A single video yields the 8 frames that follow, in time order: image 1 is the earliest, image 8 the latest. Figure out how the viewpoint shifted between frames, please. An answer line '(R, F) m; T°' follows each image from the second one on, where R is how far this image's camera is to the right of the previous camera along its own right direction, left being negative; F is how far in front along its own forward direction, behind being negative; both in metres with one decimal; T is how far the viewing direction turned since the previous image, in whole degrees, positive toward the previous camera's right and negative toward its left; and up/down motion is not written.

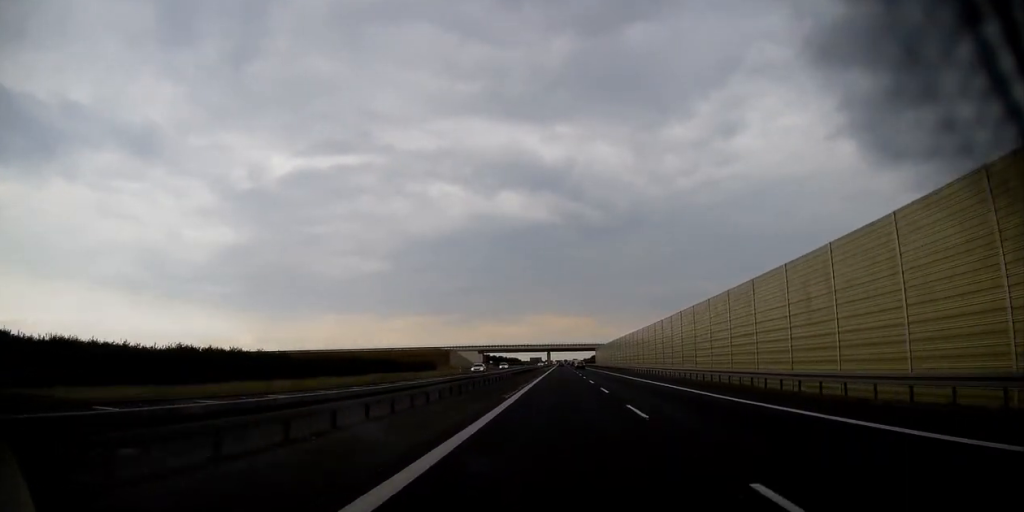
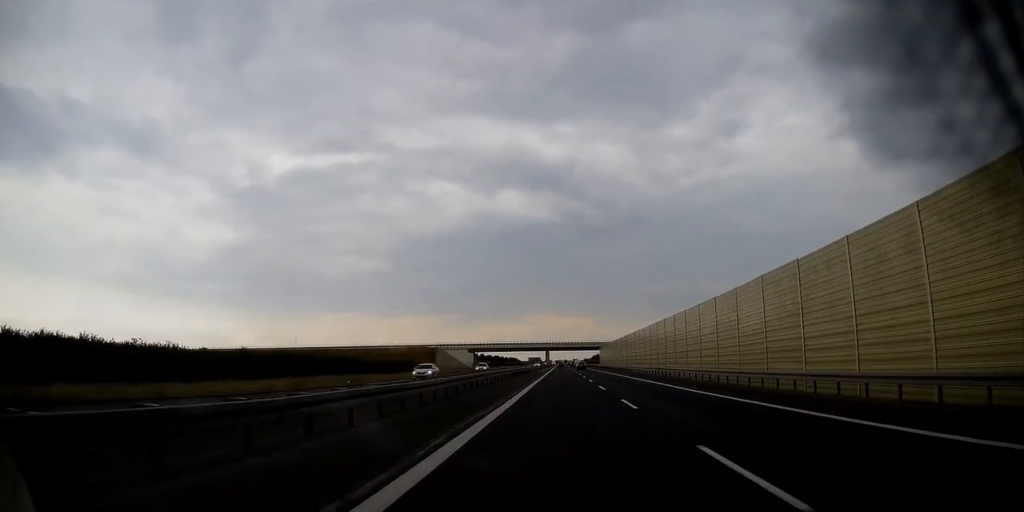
(0.0, +21.3) m; 0°
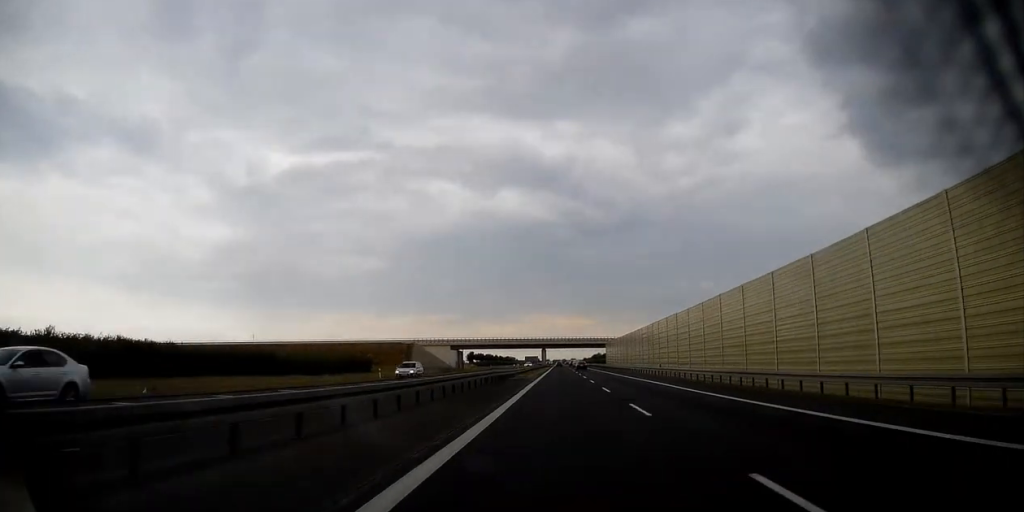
(+0.1, +26.4) m; 0°
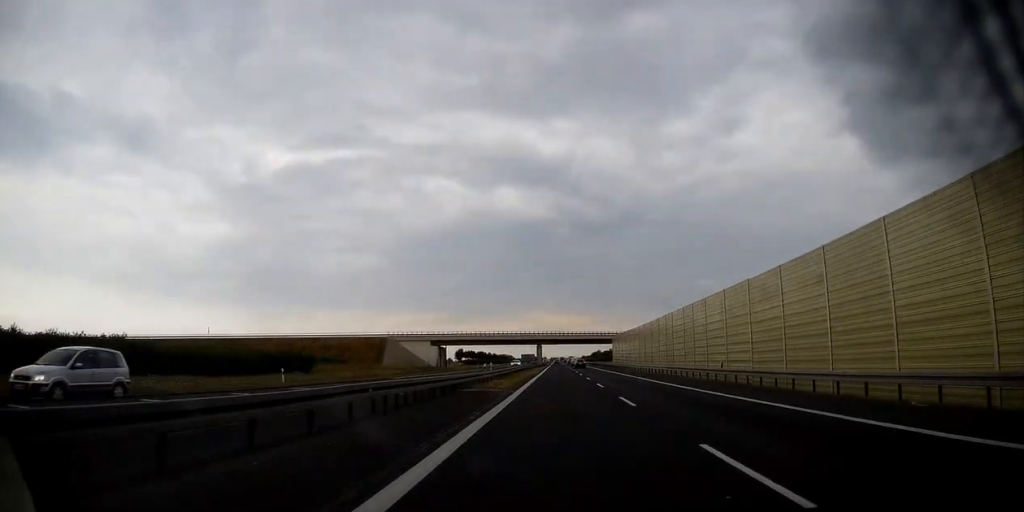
(0.0, +21.3) m; 0°
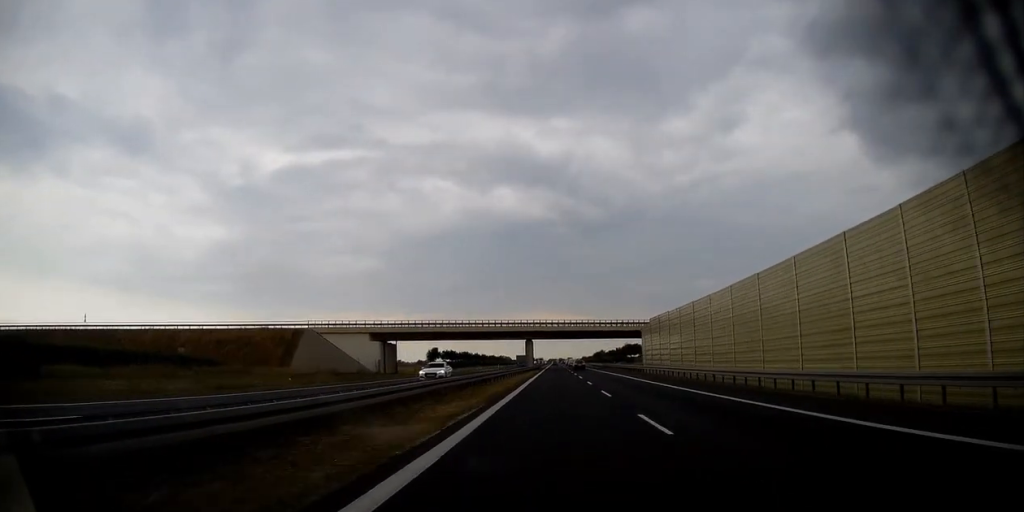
(+0.2, +42.4) m; 0°
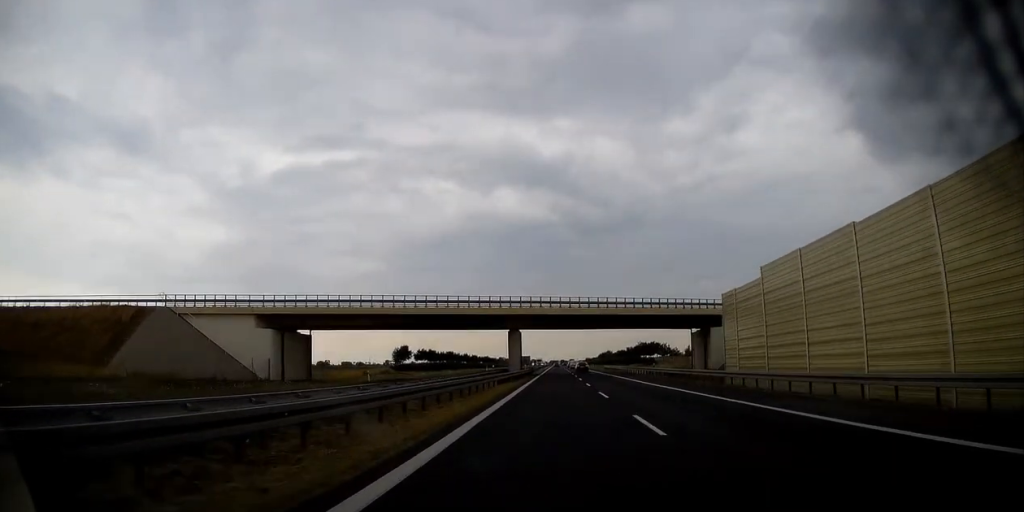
(+0.1, +36.0) m; 0°
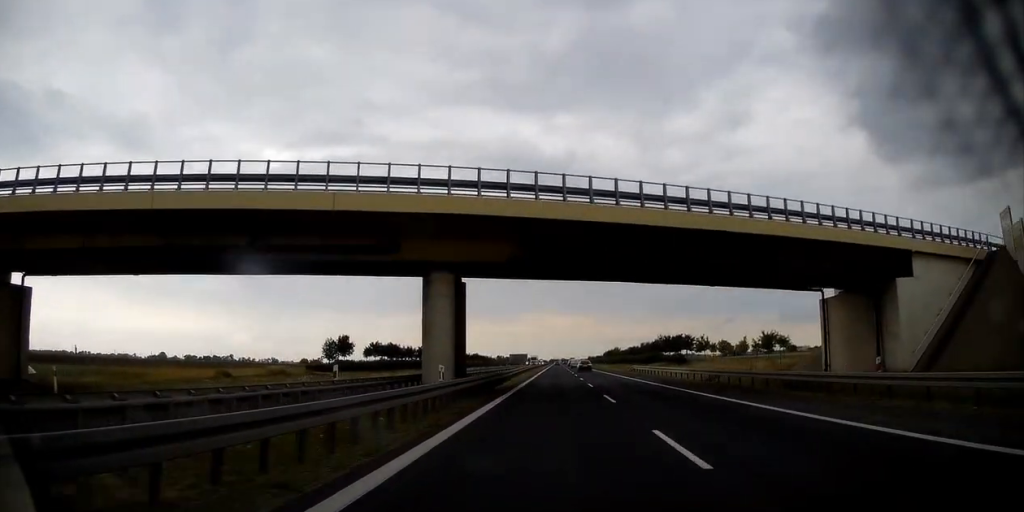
(-0.2, +39.9) m; 0°
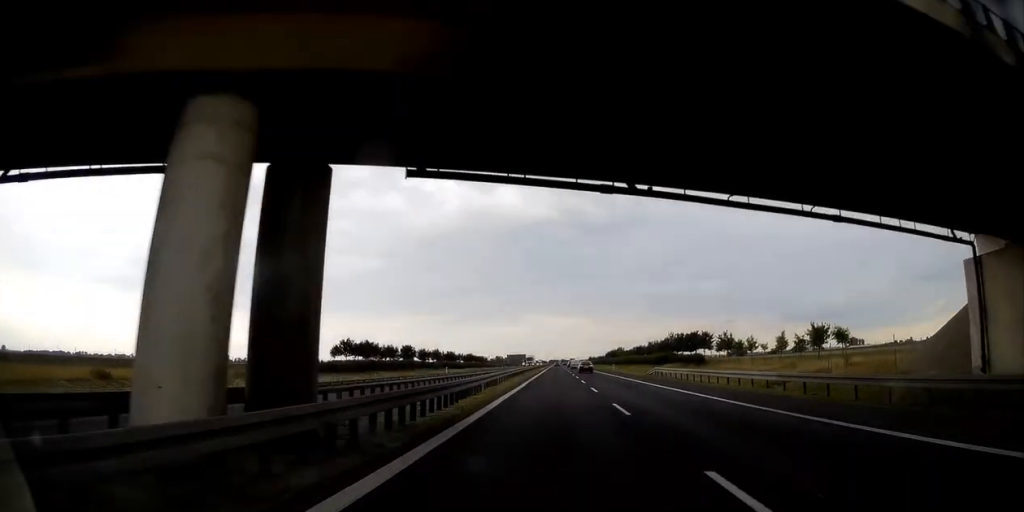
(-0.1, +16.3) m; 0°
